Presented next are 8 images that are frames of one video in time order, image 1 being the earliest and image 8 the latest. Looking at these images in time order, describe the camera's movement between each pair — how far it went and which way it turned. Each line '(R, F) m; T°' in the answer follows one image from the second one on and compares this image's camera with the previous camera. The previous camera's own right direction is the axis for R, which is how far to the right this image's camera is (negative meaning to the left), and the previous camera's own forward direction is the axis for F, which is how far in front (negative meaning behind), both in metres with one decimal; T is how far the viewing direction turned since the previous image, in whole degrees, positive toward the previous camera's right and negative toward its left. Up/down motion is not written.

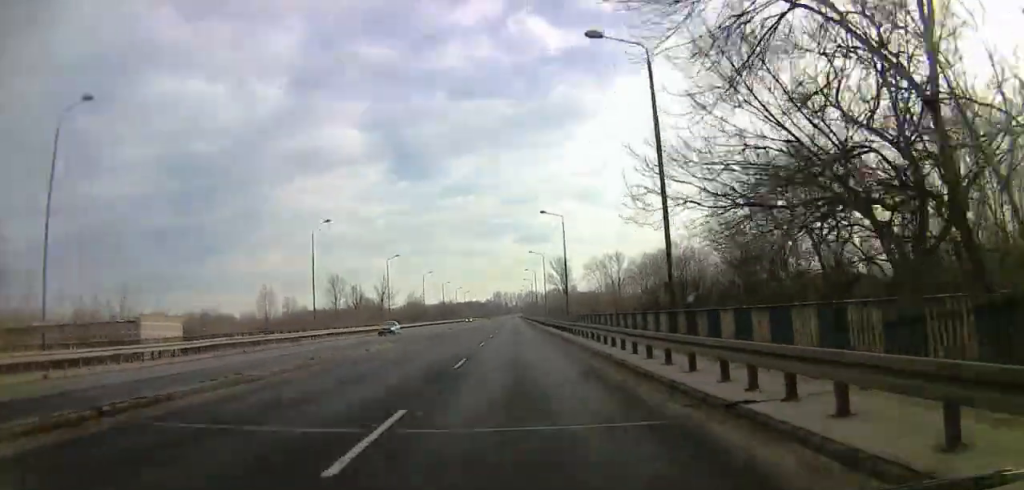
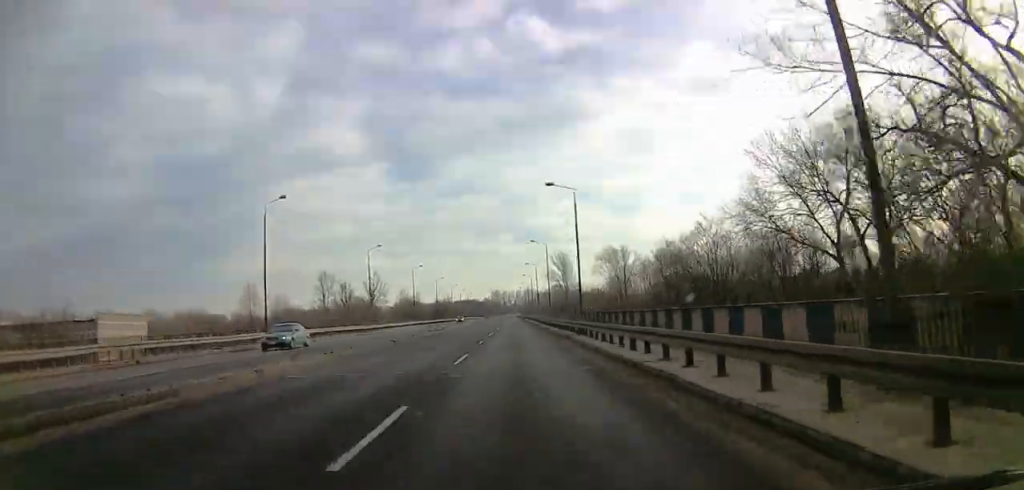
(+0.1, +11.8) m; 0°
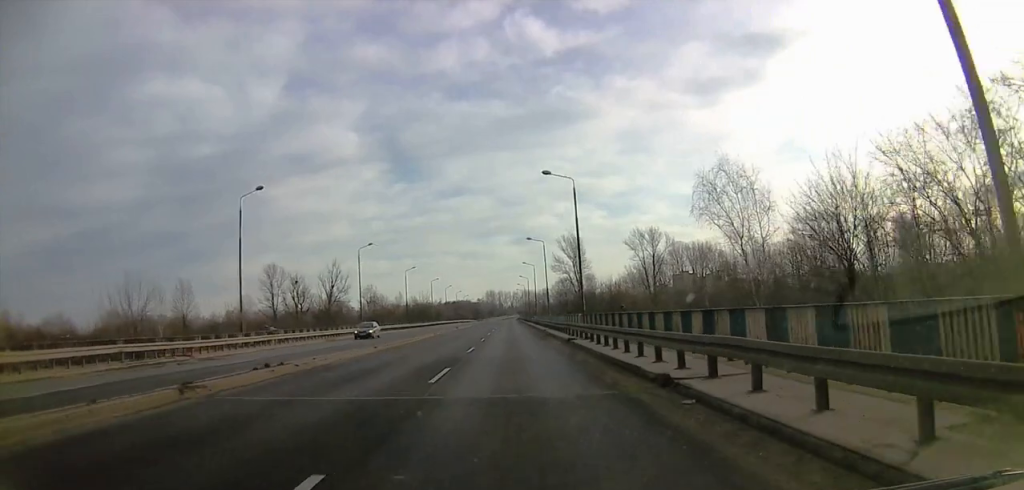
(-0.9, +39.5) m; -2°
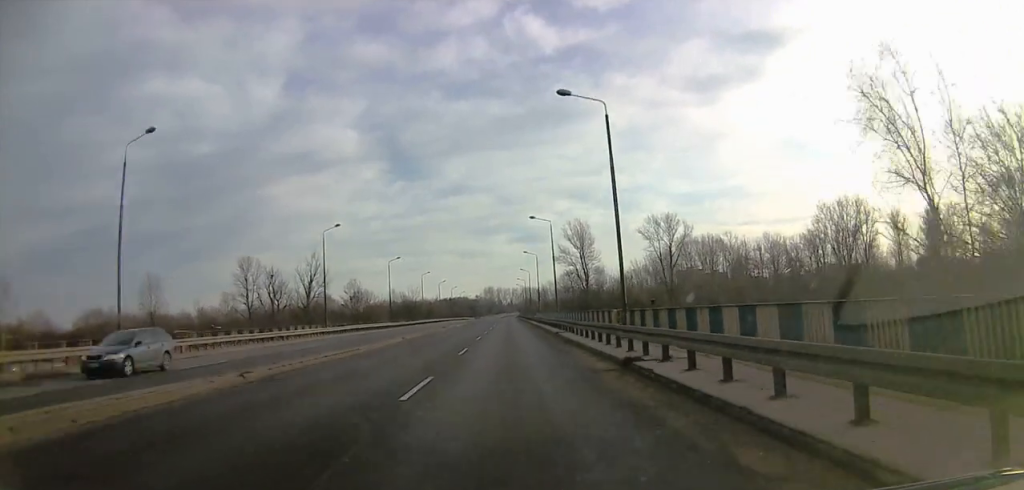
(-0.2, +14.8) m; +2°
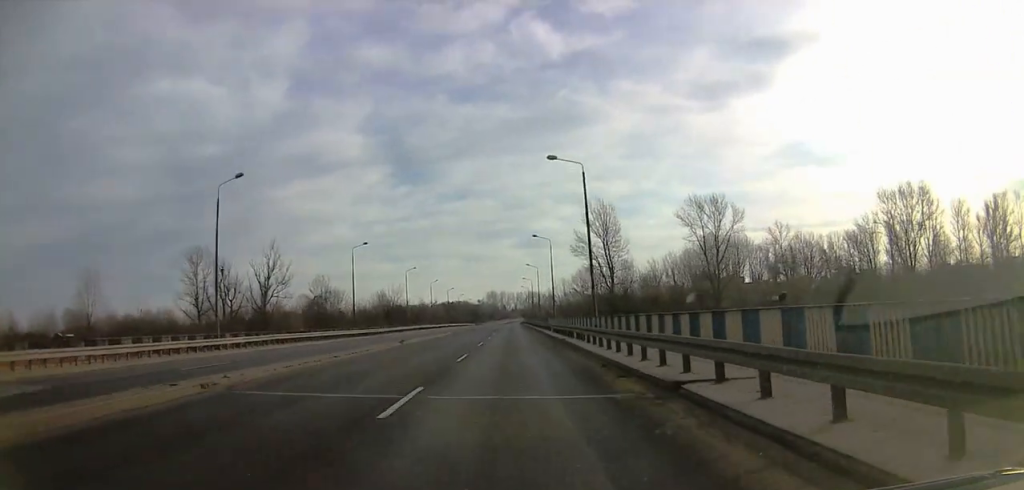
(+1.1, +25.5) m; +1°
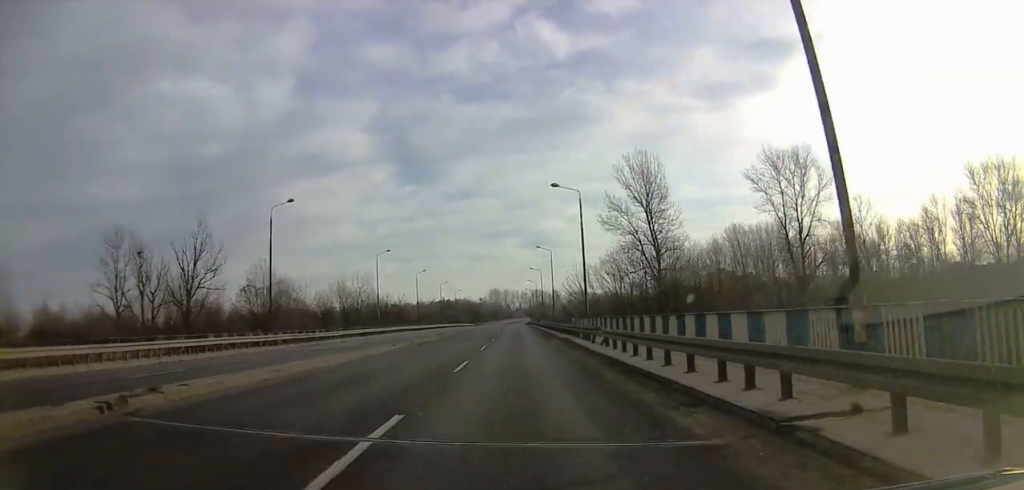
(-0.9, +27.8) m; -1°
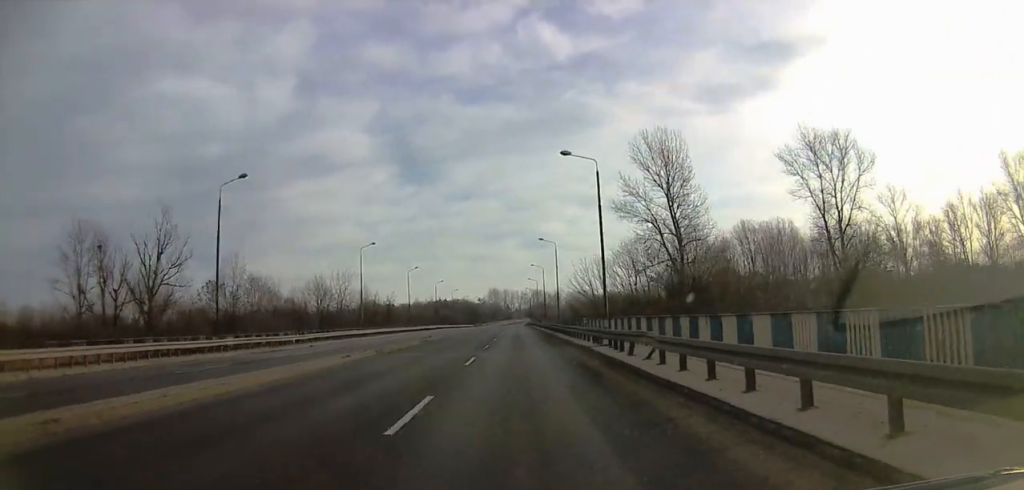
(+0.2, +9.3) m; +1°
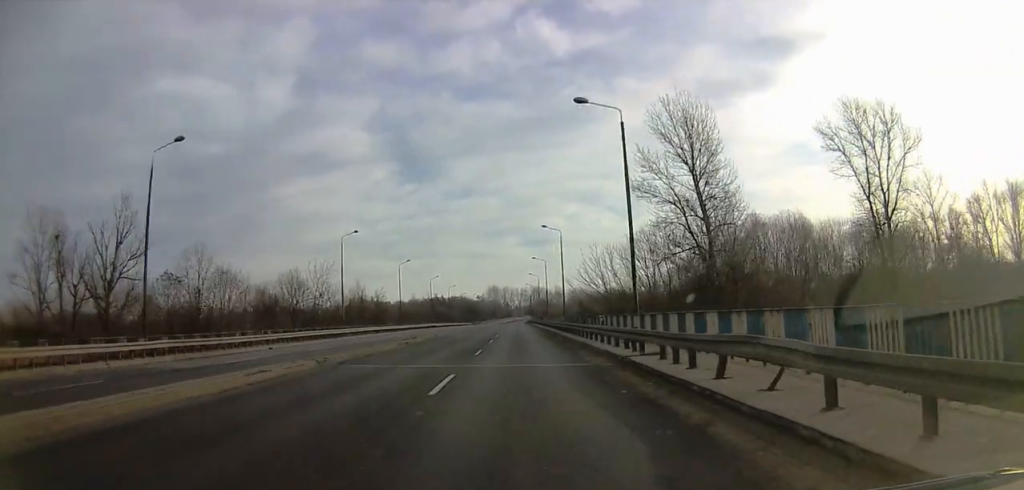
(+0.1, +8.6) m; +1°
